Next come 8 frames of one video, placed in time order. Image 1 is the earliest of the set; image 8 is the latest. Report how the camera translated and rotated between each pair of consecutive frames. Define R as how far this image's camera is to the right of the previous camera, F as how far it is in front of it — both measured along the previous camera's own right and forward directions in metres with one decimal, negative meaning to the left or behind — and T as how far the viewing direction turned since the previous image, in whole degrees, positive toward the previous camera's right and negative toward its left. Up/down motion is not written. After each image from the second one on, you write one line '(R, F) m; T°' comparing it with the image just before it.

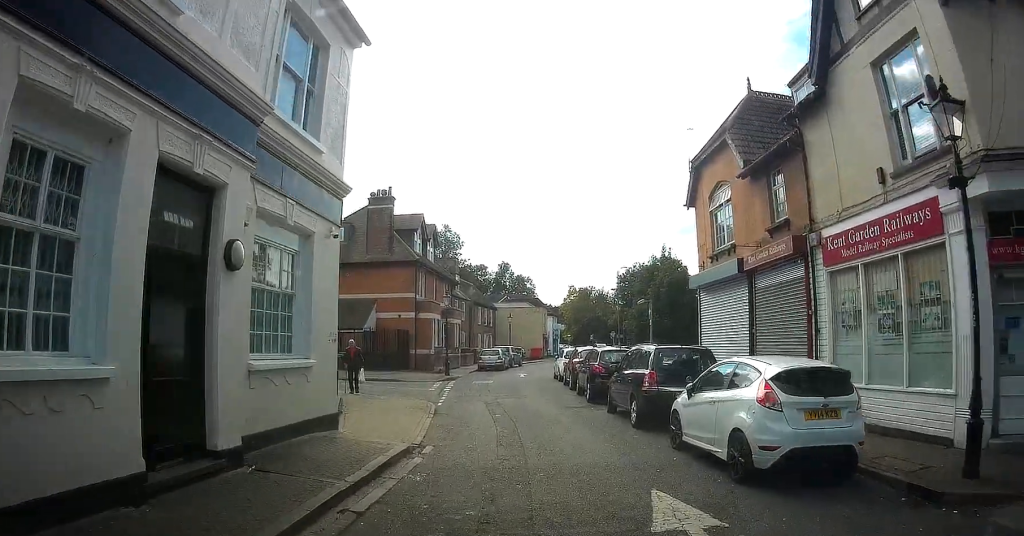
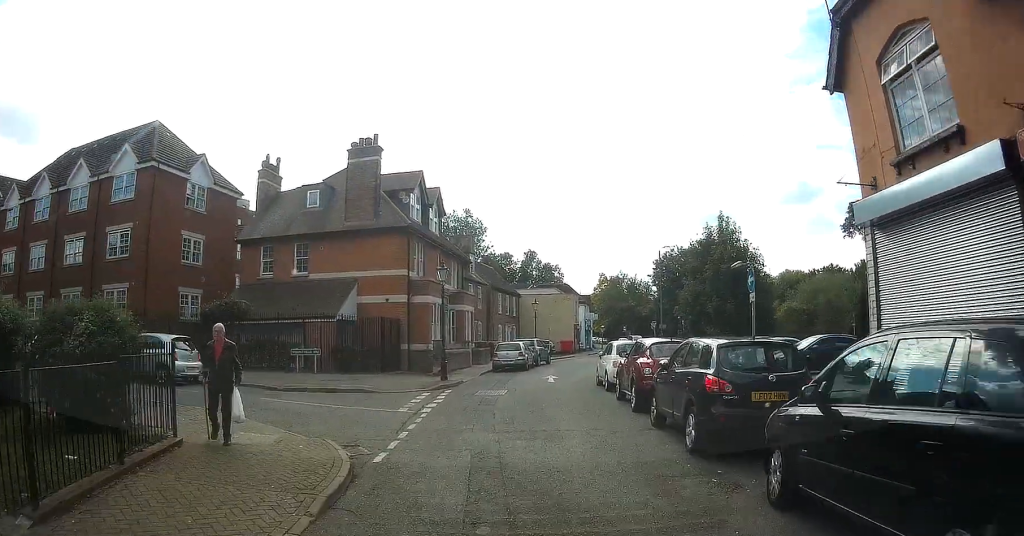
(+0.6, +9.5) m; -14°
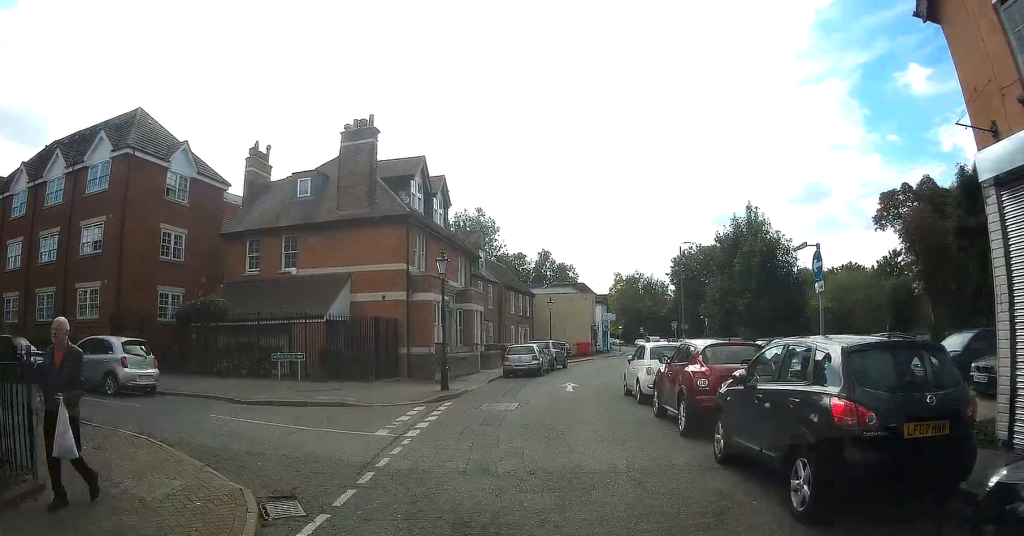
(-0.3, +3.3) m; -7°
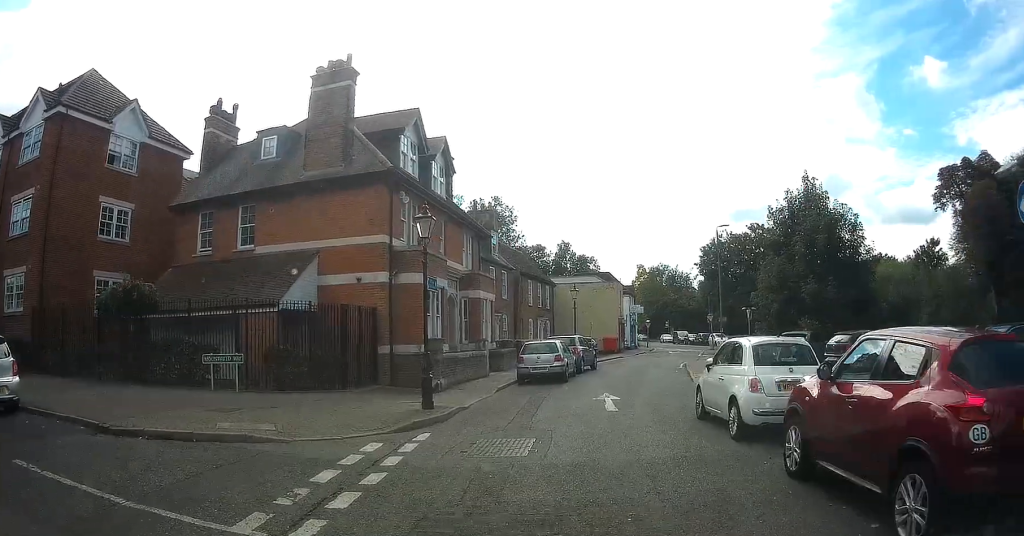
(-0.6, +7.2) m; -2°
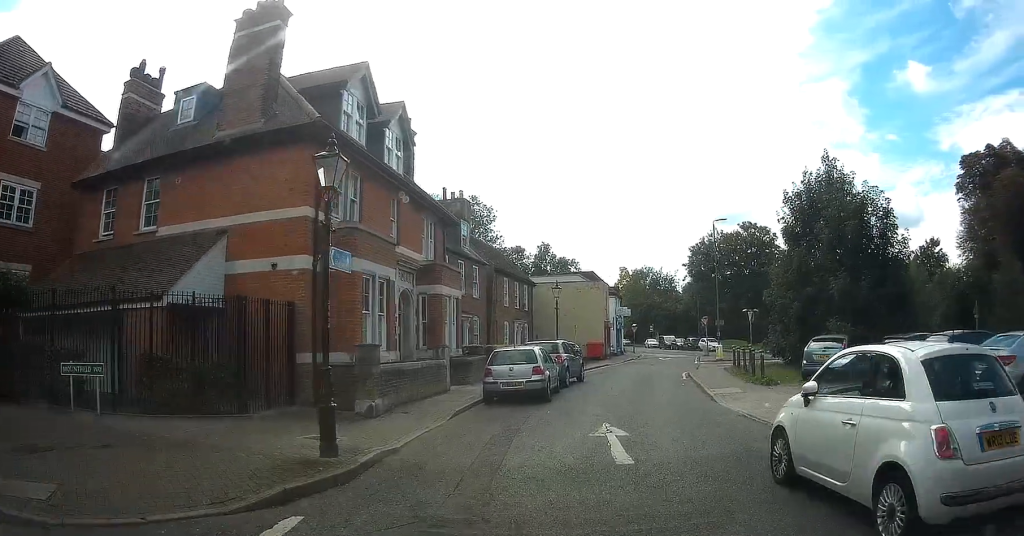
(+0.4, +5.5) m; +6°
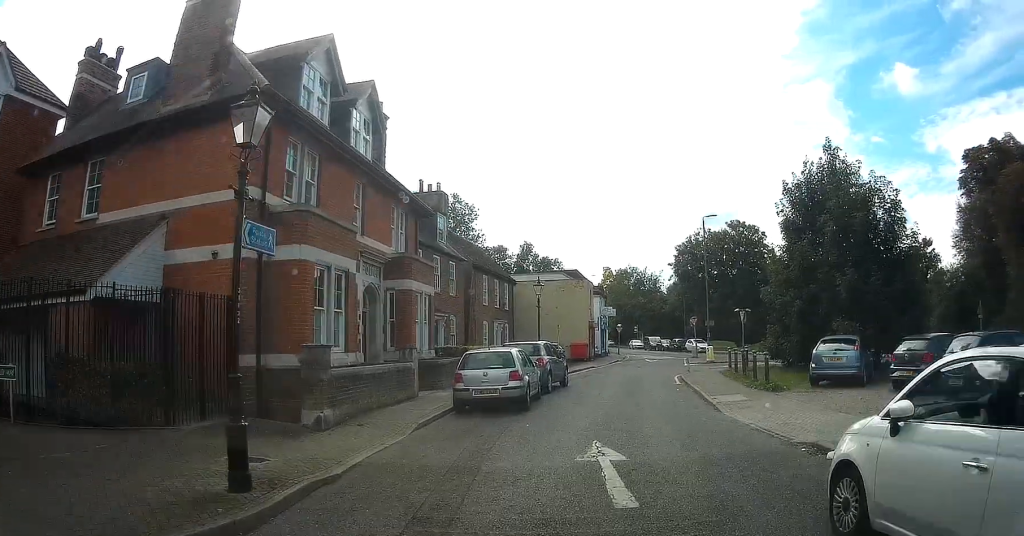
(+0.1, +2.2) m; +1°
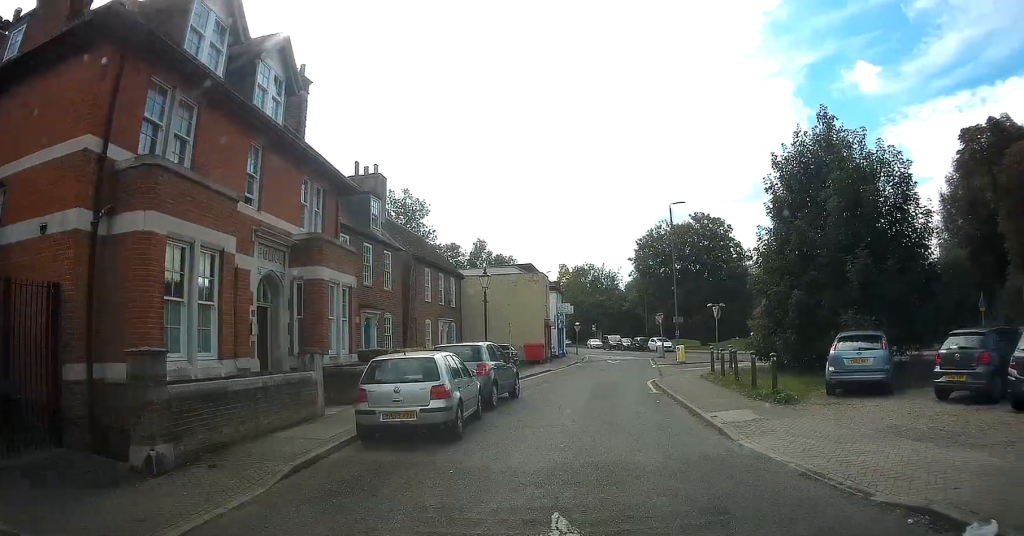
(+0.1, +4.4) m; +1°
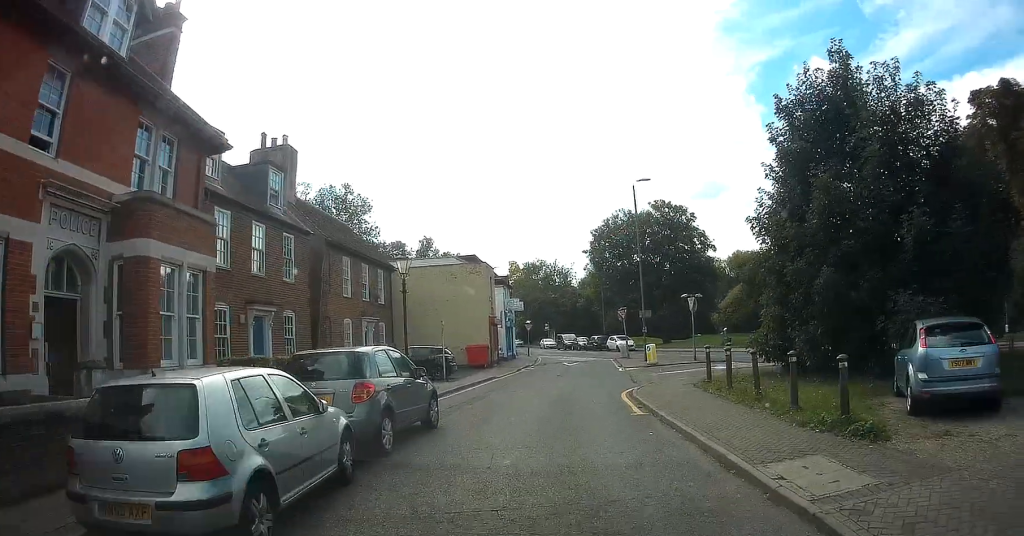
(0.0, +6.2) m; 0°
